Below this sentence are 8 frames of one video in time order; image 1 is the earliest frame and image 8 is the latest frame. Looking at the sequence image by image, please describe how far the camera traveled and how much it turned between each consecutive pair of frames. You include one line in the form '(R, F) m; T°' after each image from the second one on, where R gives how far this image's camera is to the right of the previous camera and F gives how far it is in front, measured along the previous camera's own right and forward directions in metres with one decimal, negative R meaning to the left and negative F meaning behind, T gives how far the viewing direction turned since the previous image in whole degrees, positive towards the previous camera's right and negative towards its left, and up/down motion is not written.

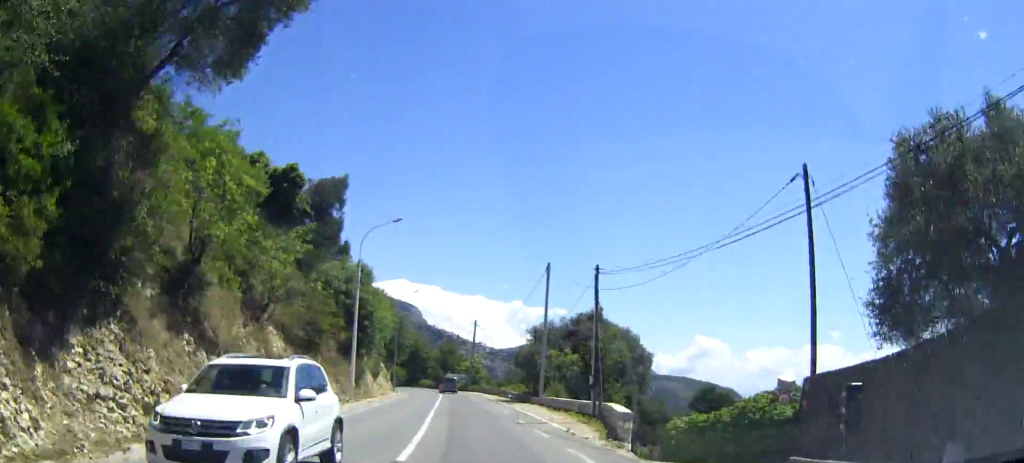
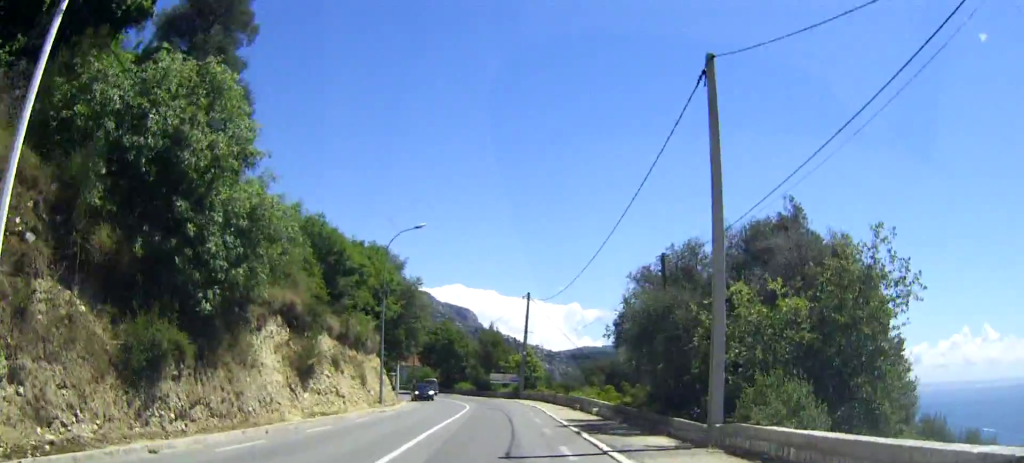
(-1.3, +32.2) m; -2°
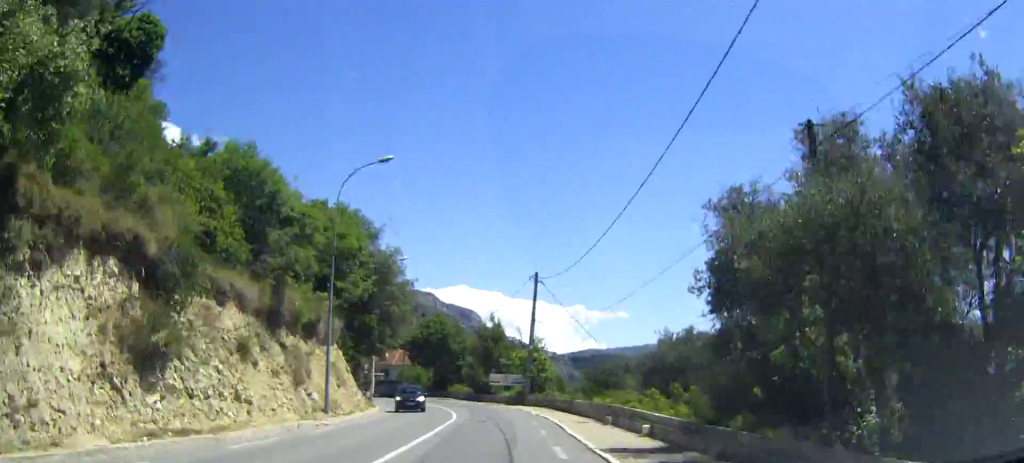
(0.0, +12.2) m; 0°
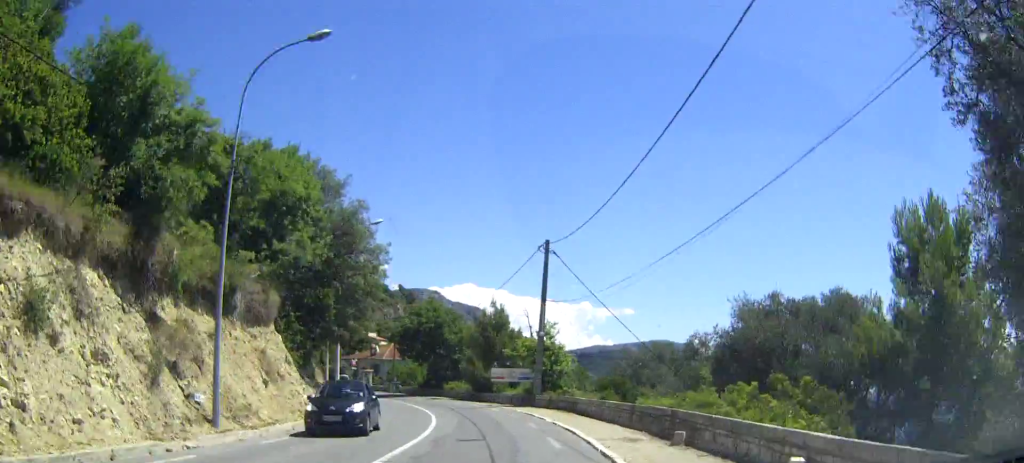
(0.0, +11.1) m; -2°
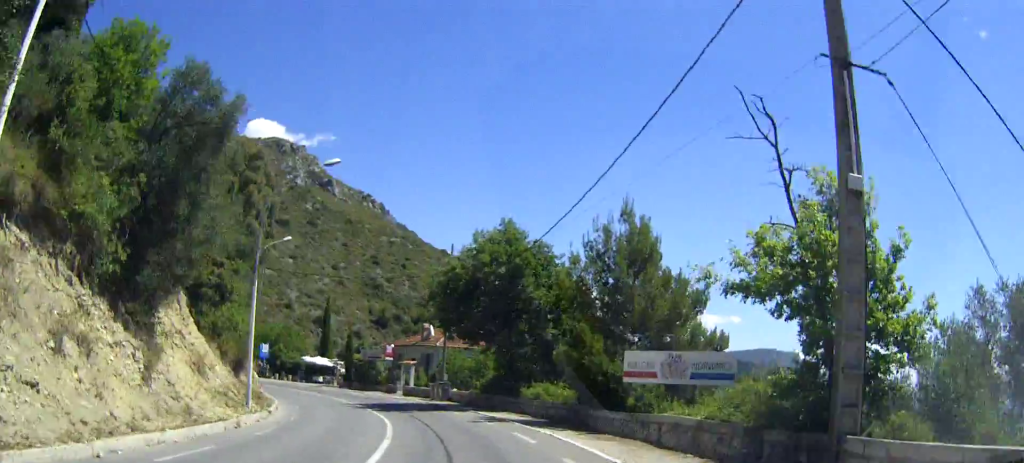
(-2.1, +31.8) m; -9°
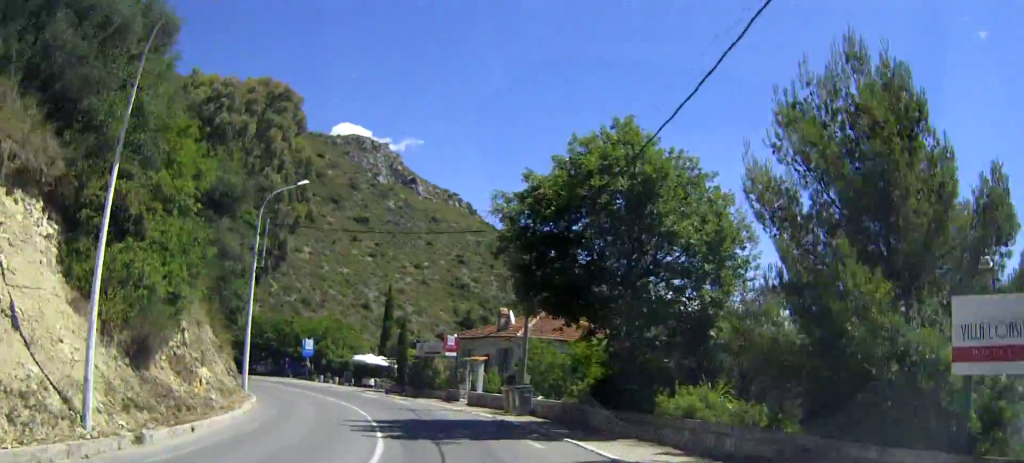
(-0.9, +14.7) m; -8°
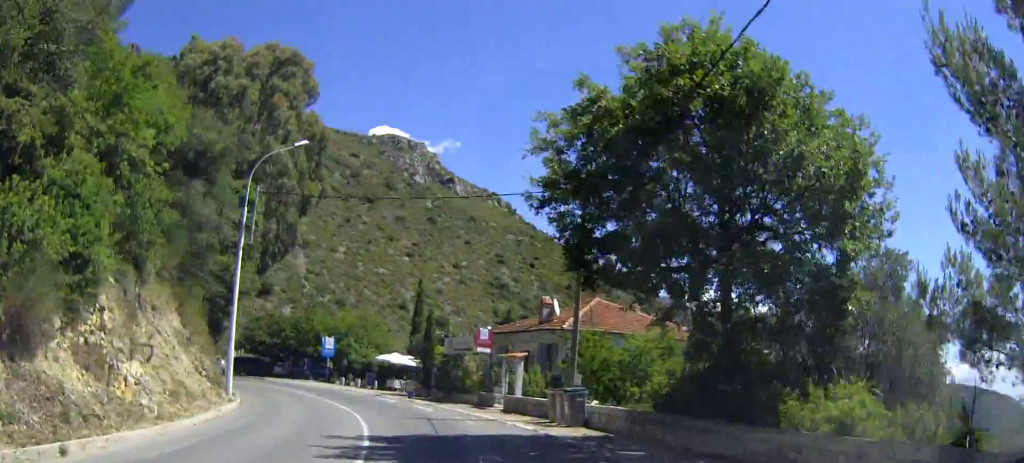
(-0.2, +6.5) m; -3°
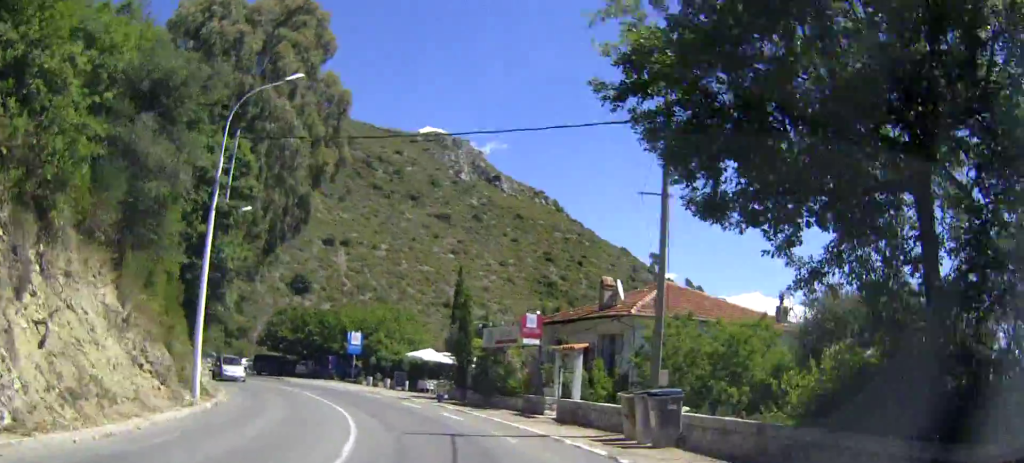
(-0.4, +6.9) m; -3°
